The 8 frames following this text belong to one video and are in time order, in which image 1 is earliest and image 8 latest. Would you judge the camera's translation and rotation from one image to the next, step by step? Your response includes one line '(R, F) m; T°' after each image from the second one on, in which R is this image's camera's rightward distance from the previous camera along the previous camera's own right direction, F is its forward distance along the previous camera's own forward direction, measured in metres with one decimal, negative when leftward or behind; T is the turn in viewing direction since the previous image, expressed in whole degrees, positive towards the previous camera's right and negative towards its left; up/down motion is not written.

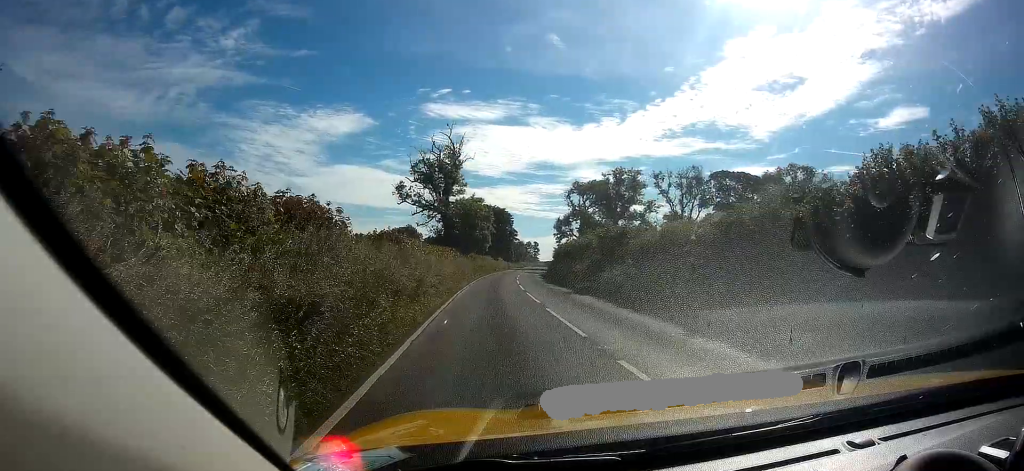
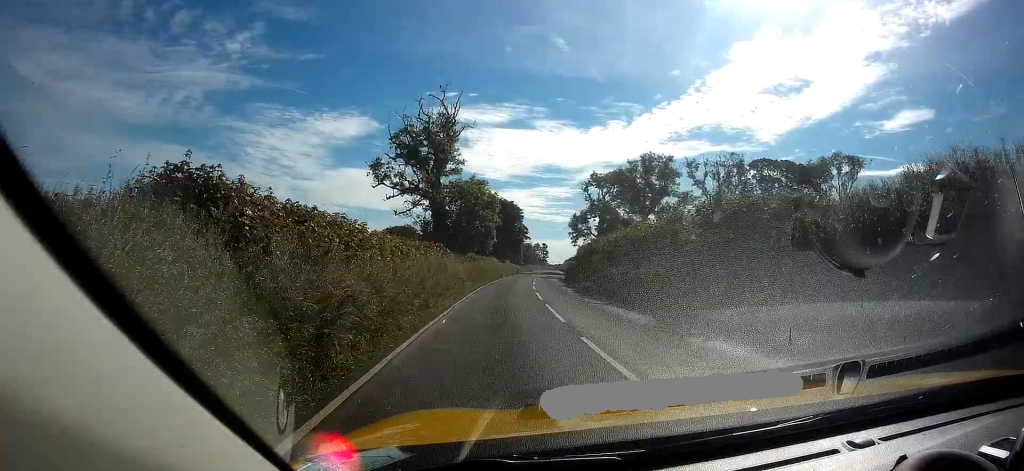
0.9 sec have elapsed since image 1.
(-0.2, +14.8) m; -1°
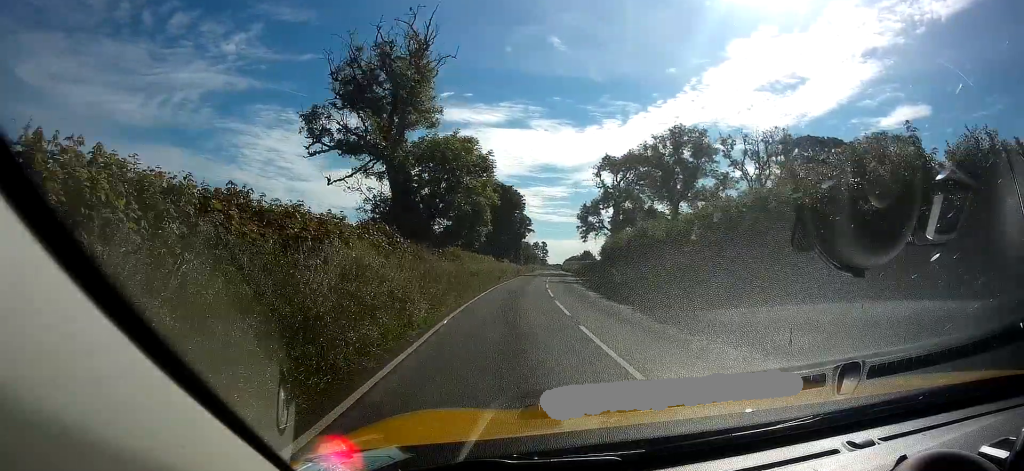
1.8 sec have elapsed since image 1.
(-0.2, +15.4) m; -1°
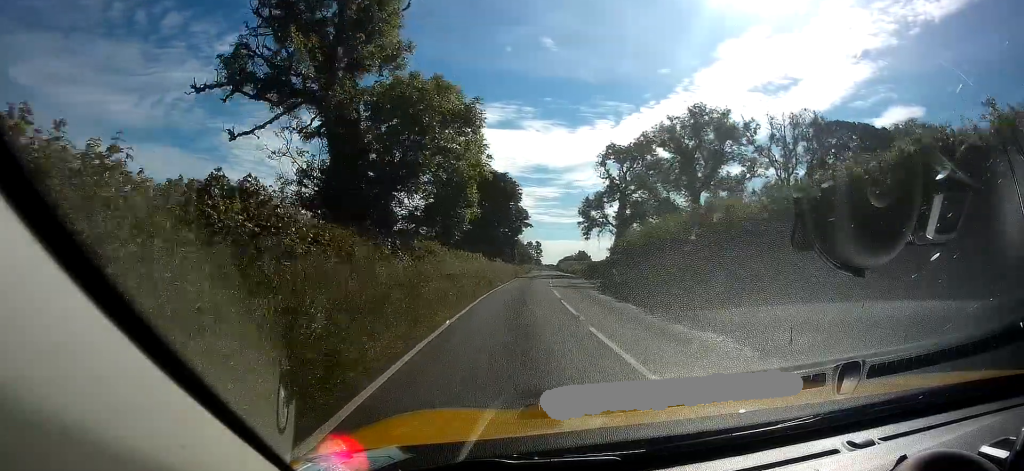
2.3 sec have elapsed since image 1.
(-0.1, +9.1) m; 0°
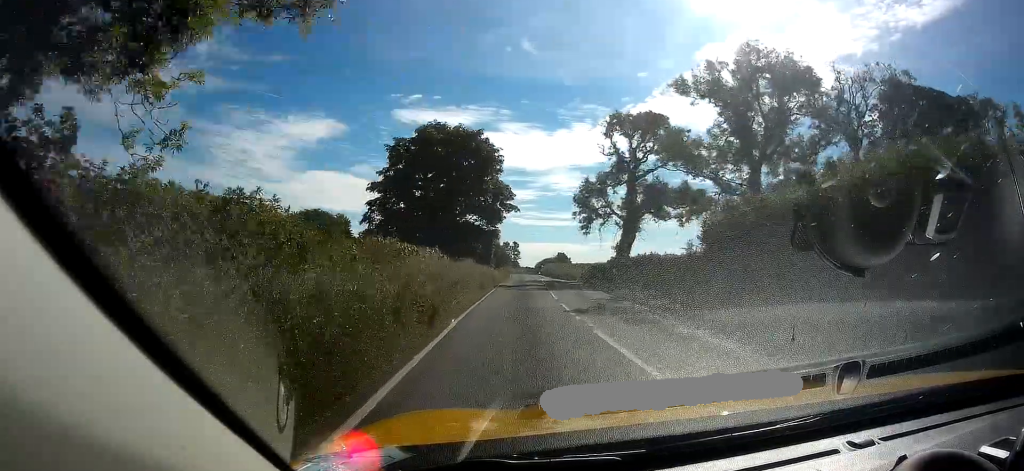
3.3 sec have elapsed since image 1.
(+0.2, +17.9) m; +3°
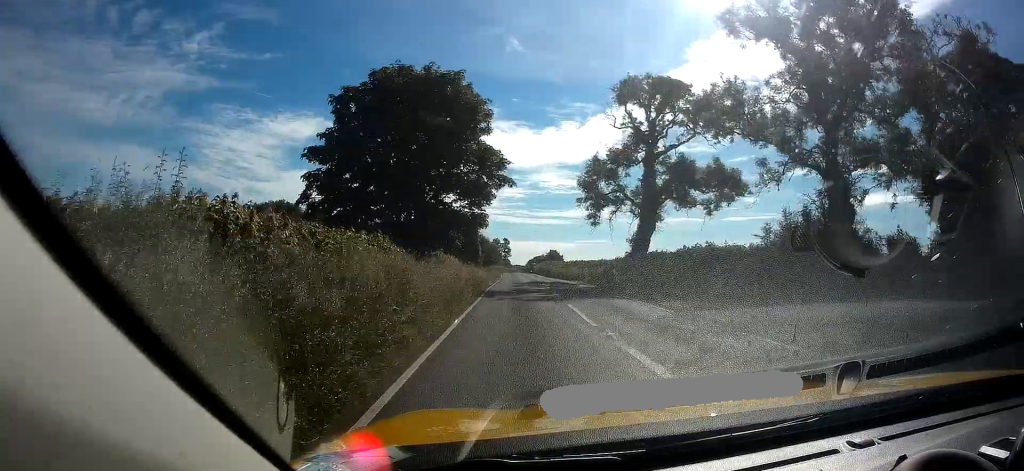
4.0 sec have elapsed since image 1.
(+0.4, +10.9) m; +1°
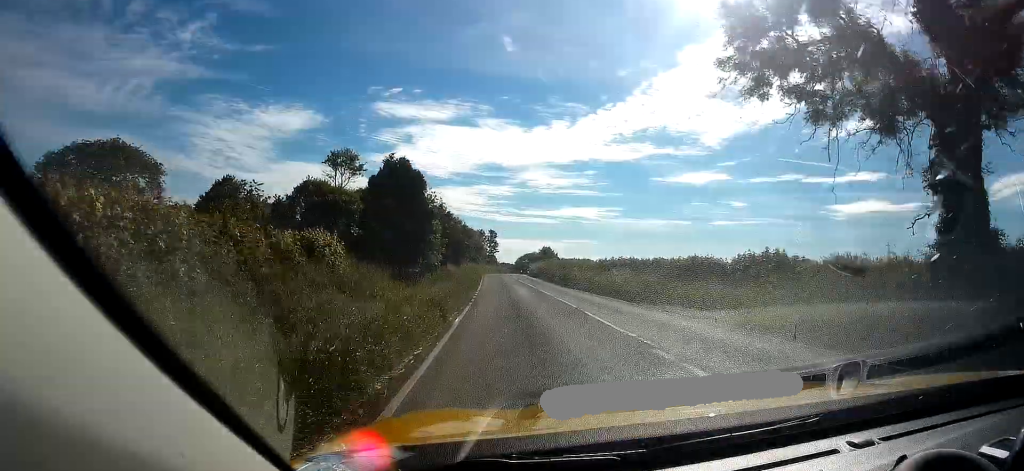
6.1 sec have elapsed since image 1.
(+0.3, +36.0) m; +2°
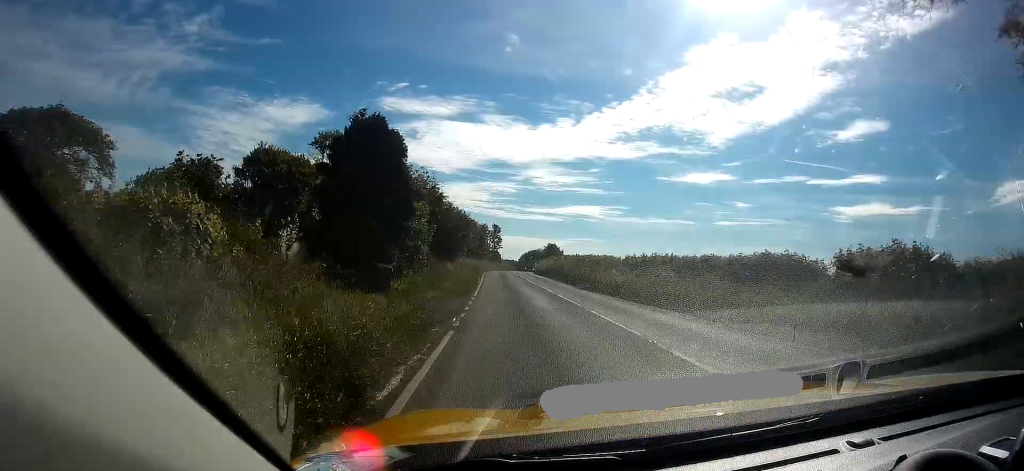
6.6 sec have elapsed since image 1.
(+0.1, +8.4) m; +1°
